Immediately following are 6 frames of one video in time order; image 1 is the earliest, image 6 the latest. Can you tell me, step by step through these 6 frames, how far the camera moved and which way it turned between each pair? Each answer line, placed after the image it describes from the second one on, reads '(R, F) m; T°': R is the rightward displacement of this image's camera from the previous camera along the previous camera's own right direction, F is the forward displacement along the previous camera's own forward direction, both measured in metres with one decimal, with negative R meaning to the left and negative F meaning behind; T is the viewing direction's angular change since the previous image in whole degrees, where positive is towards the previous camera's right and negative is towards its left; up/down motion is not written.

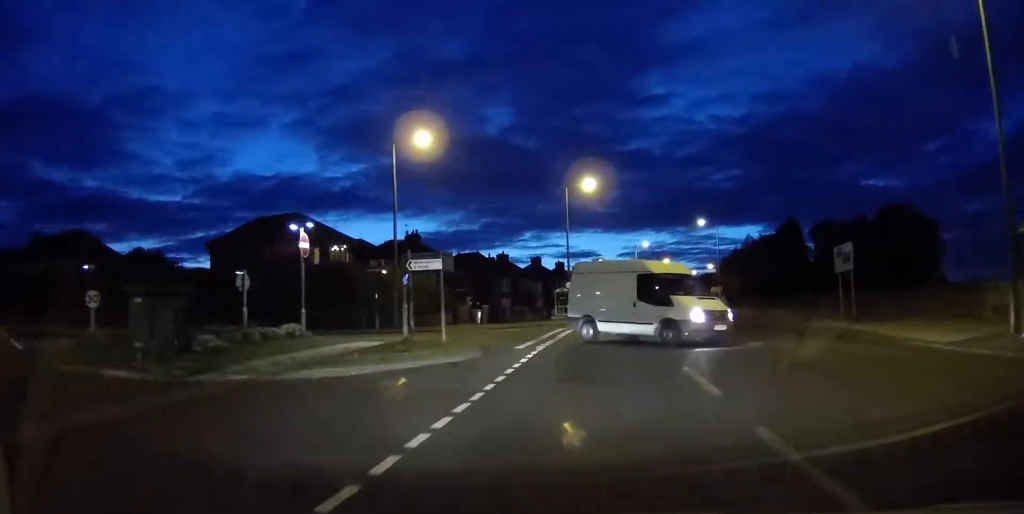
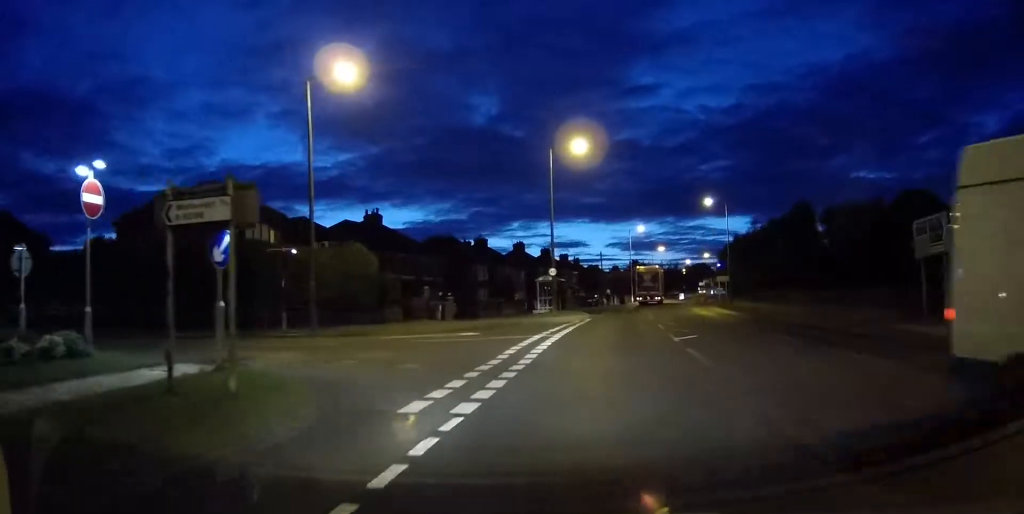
(-0.2, +10.1) m; +1°
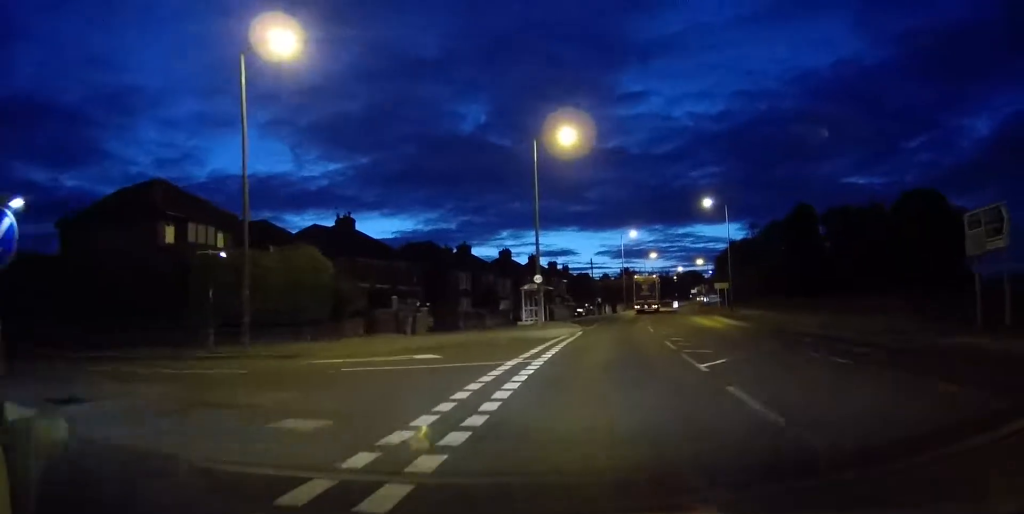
(+0.2, +4.7) m; +2°
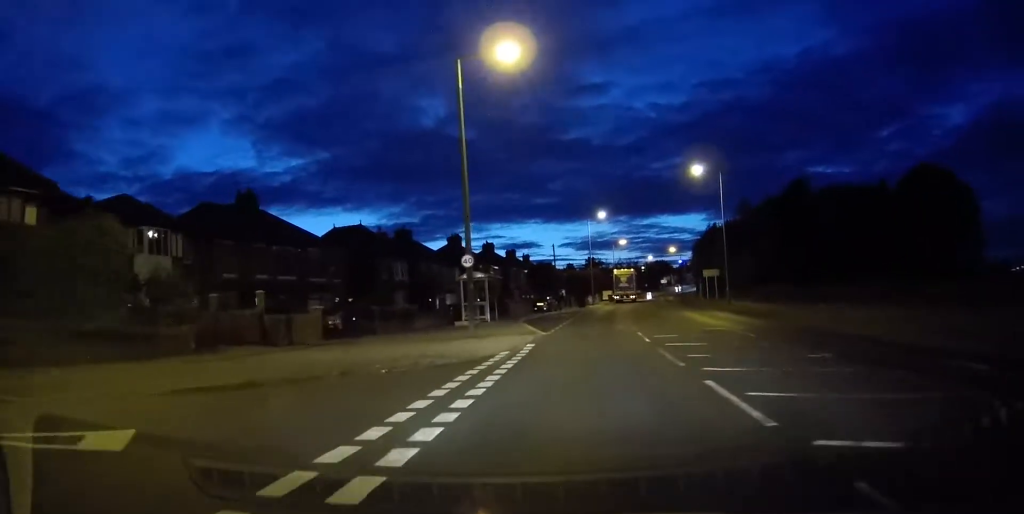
(+0.4, +11.5) m; +4°
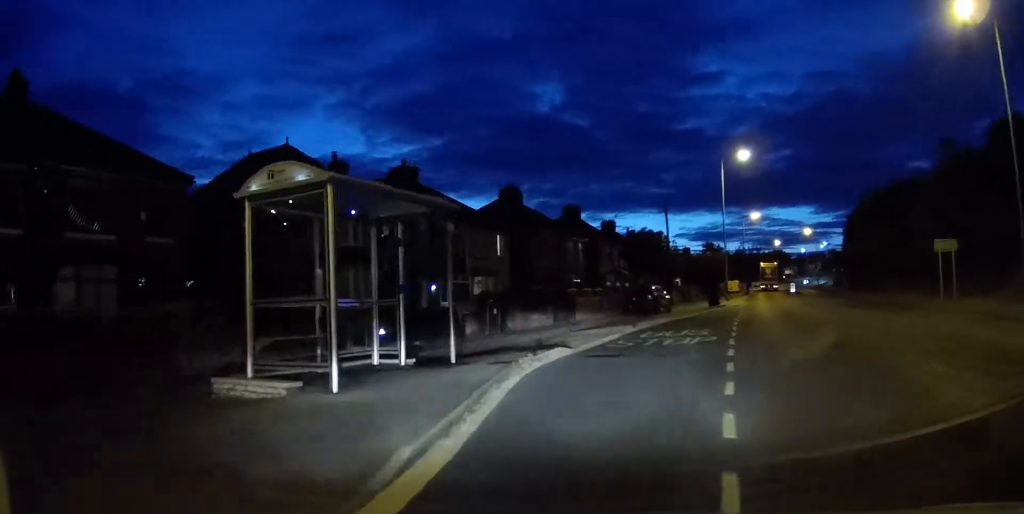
(-1.3, +28.5) m; -9°
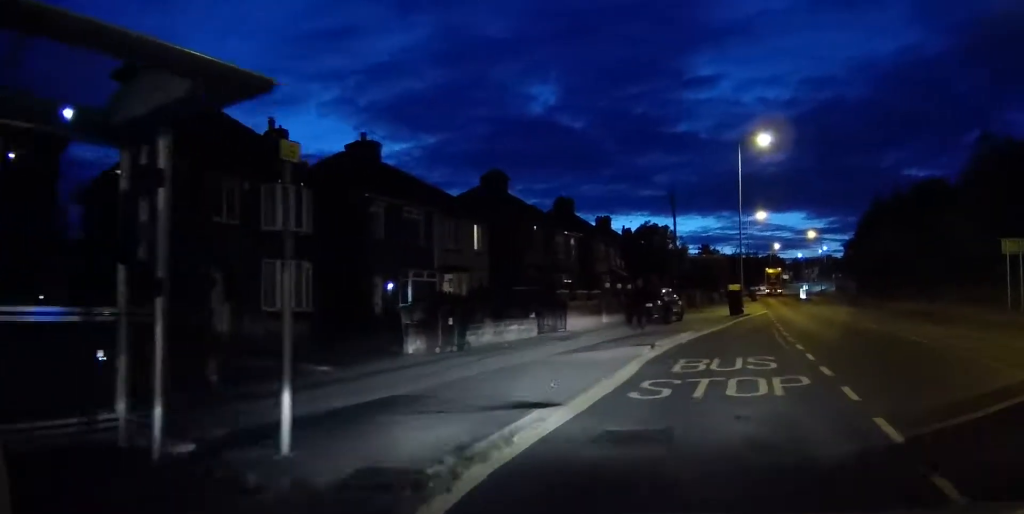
(-0.3, +6.5) m; +2°
